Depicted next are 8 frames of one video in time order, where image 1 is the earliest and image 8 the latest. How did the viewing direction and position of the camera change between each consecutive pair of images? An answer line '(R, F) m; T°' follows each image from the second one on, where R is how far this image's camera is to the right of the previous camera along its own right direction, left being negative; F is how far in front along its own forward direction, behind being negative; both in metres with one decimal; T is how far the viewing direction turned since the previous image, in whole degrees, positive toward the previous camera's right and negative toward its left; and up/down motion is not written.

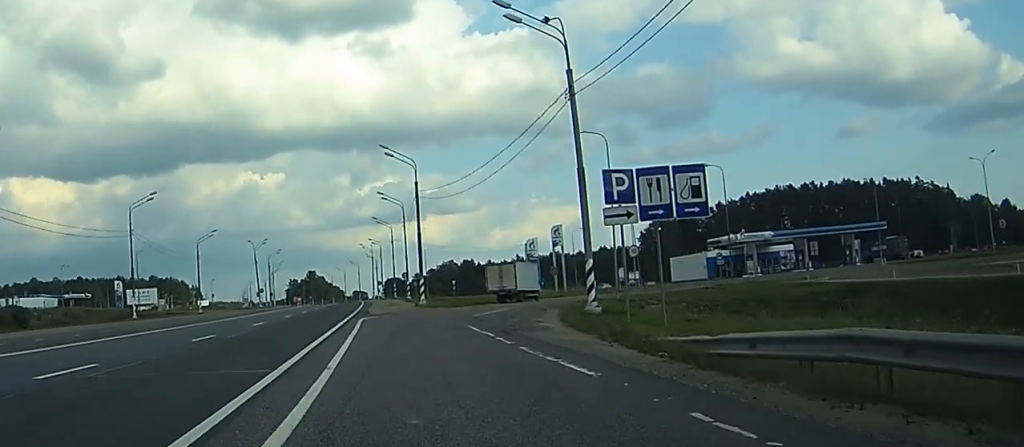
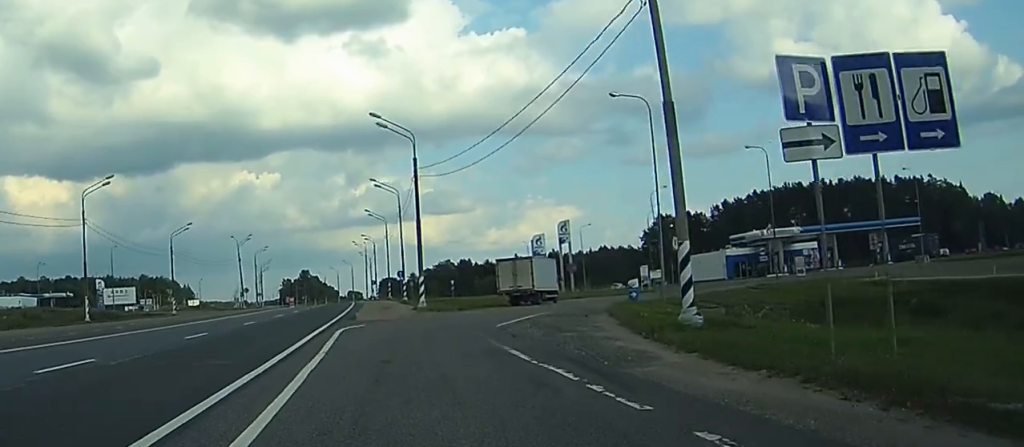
(-0.1, +11.2) m; +1°
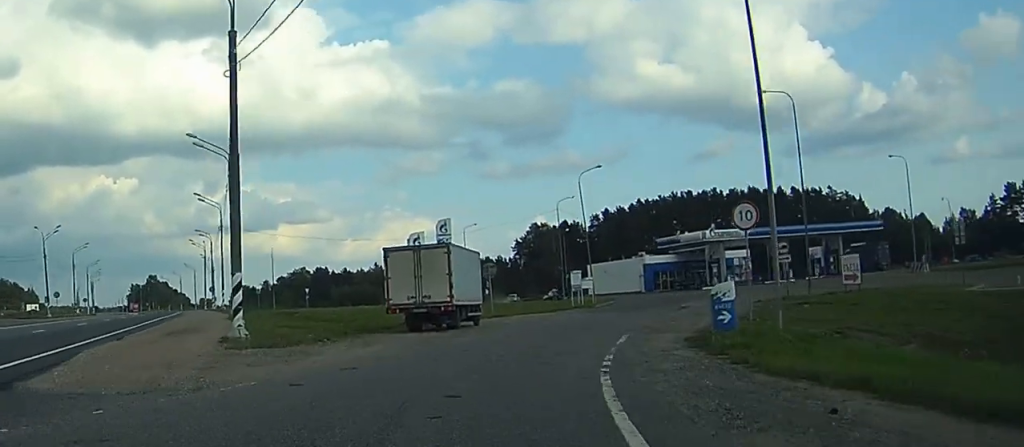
(+1.3, +26.7) m; +4°
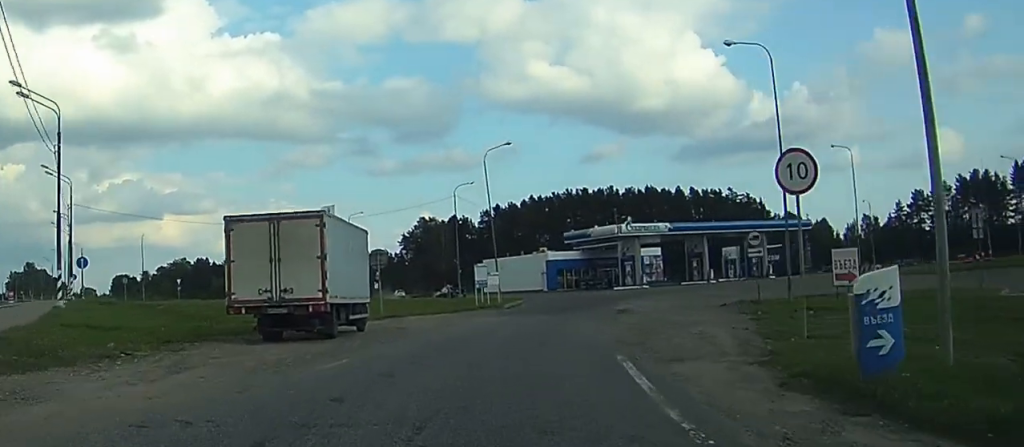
(0.0, +10.3) m; +4°
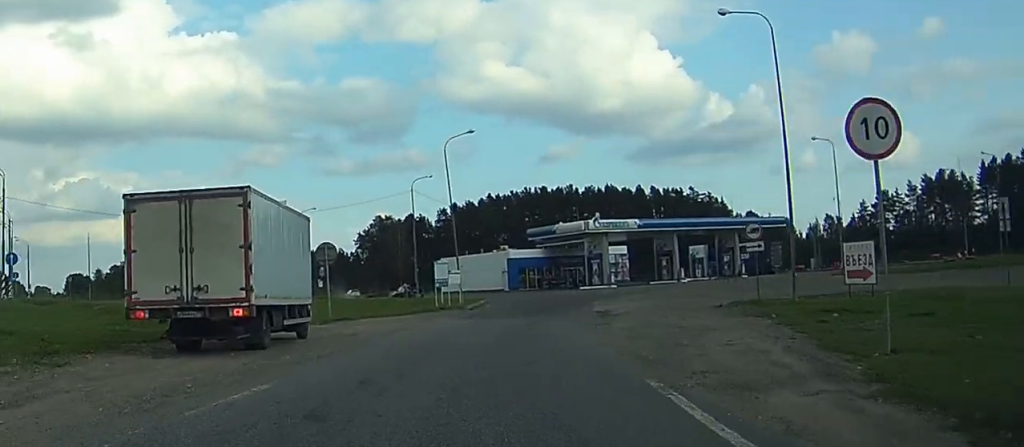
(+0.1, +4.3) m; +3°
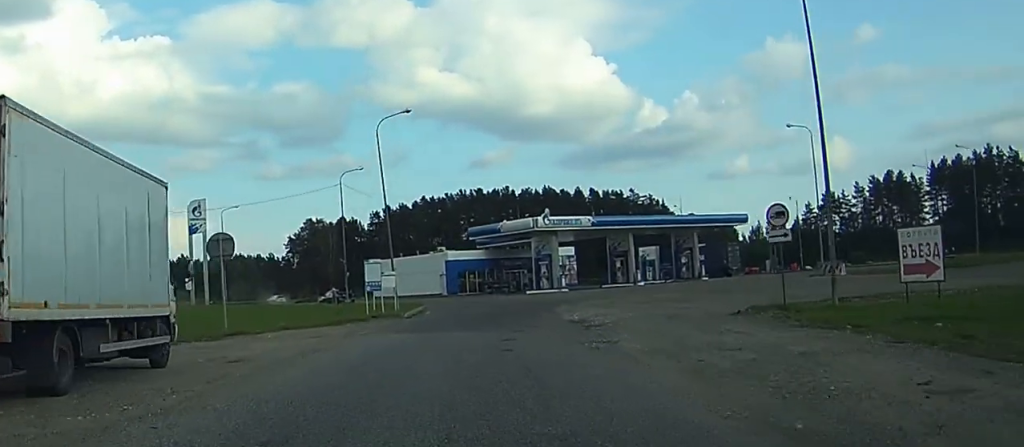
(+0.5, +7.3) m; +8°
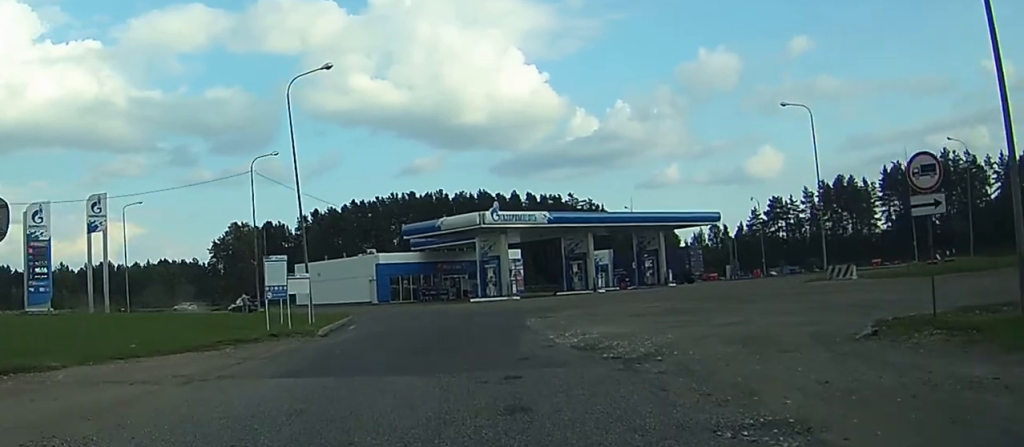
(+0.8, +10.2) m; +7°
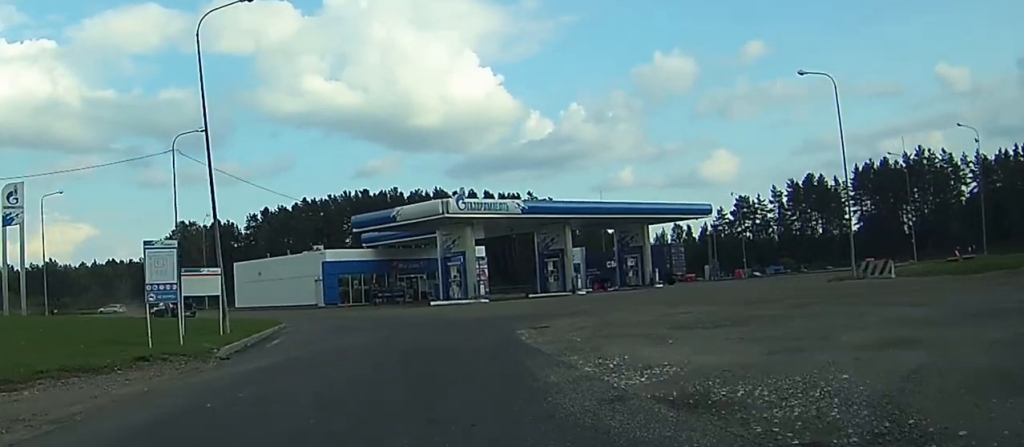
(+0.3, +8.9) m; +4°
